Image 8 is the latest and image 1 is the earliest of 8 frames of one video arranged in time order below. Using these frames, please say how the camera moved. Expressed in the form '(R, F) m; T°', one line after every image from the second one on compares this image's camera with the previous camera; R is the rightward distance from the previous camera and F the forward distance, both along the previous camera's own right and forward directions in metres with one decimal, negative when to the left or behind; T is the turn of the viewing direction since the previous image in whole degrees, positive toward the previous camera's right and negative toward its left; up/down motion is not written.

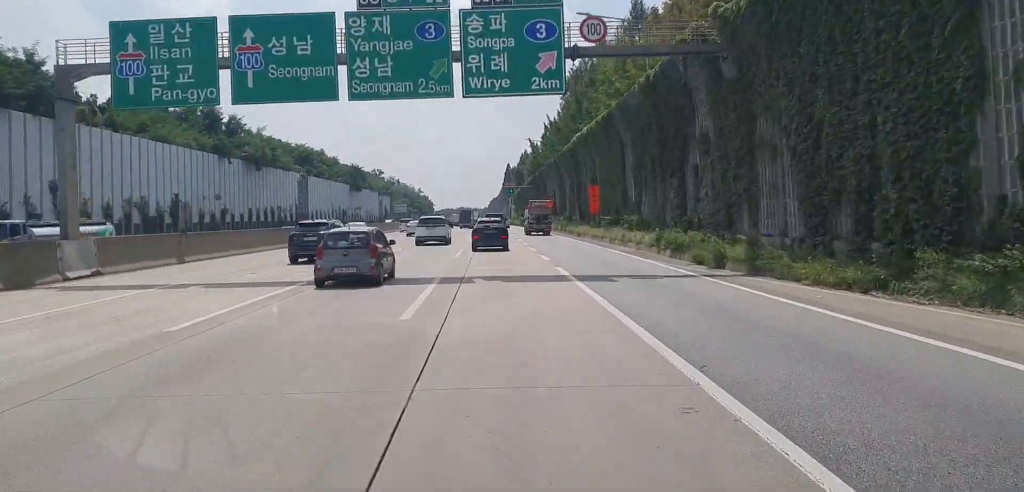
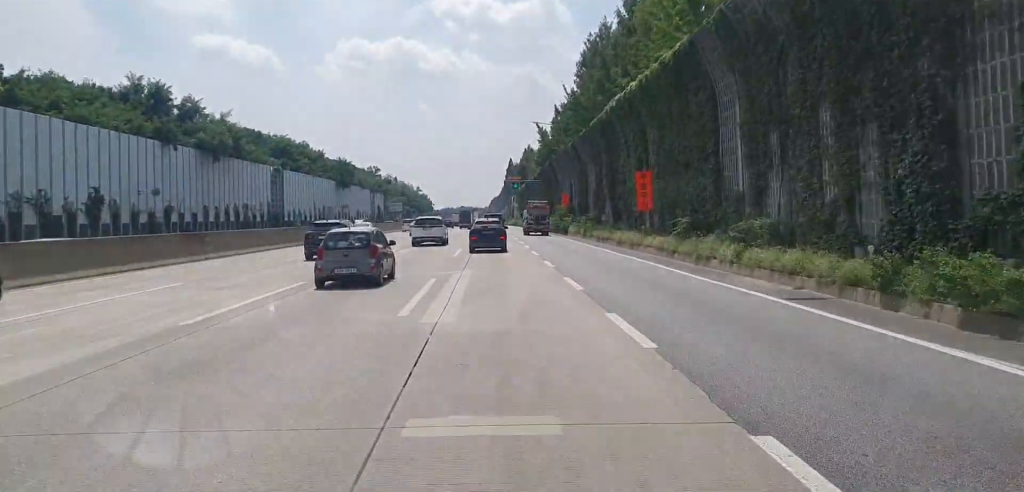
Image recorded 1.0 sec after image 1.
(+0.5, +19.0) m; +1°
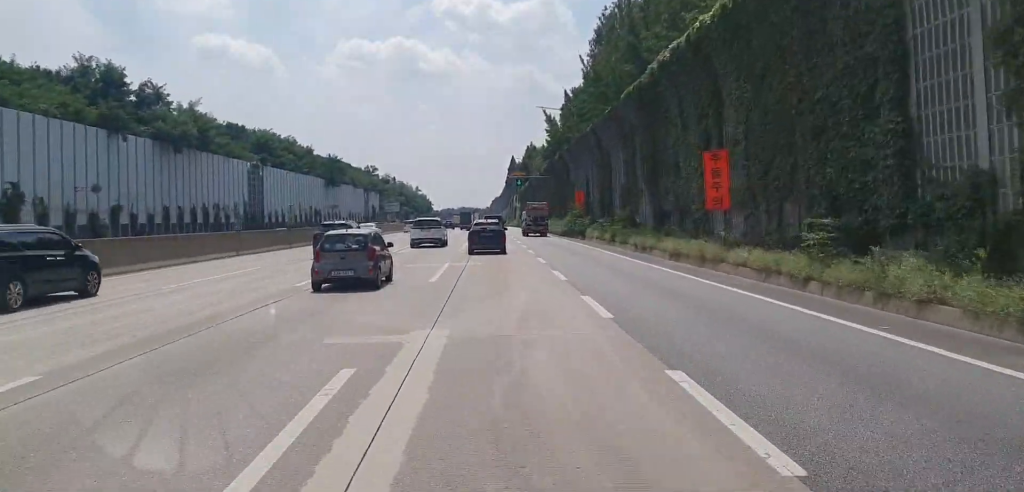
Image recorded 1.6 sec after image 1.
(+0.1, +12.5) m; 0°
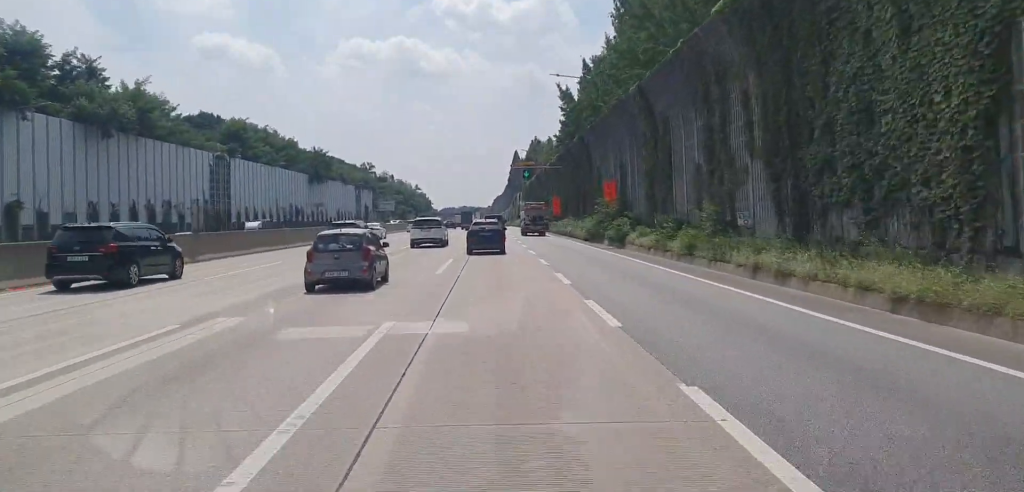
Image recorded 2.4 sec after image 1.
(-0.3, +16.6) m; -1°
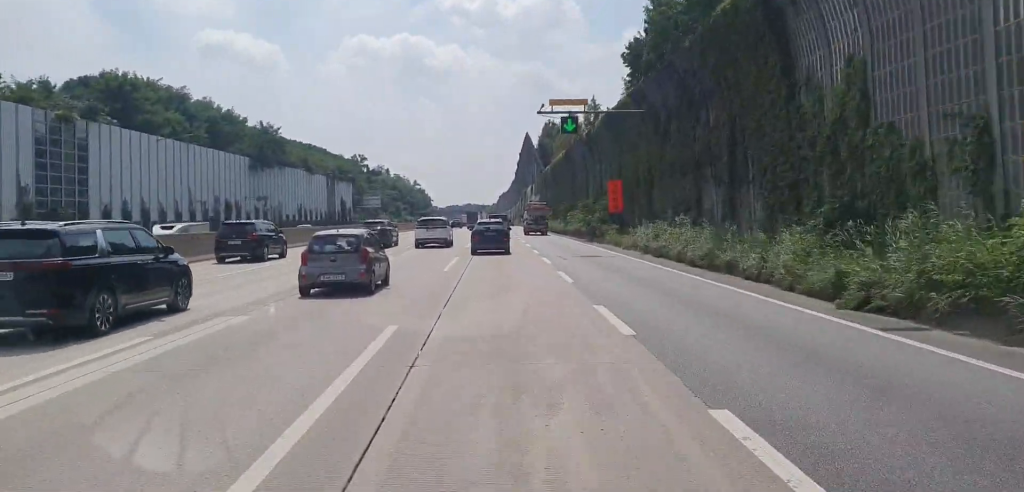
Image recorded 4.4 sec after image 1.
(-0.1, +39.8) m; -1°
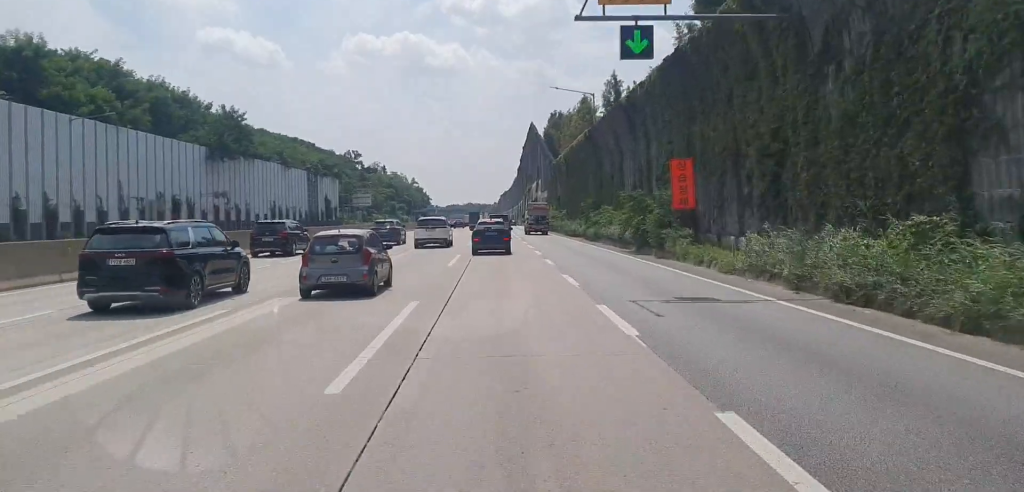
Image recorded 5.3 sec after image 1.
(-0.2, +16.5) m; 0°
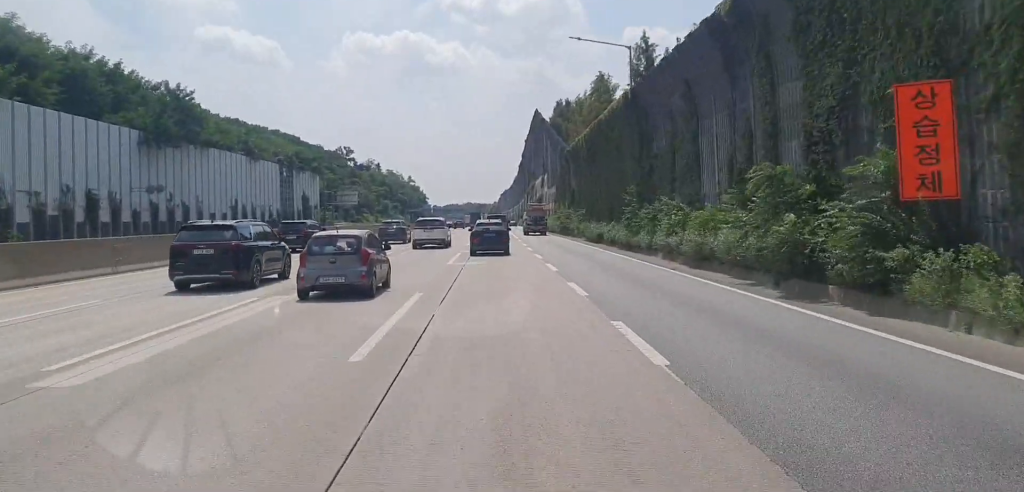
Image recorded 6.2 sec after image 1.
(+0.2, +18.6) m; +1°
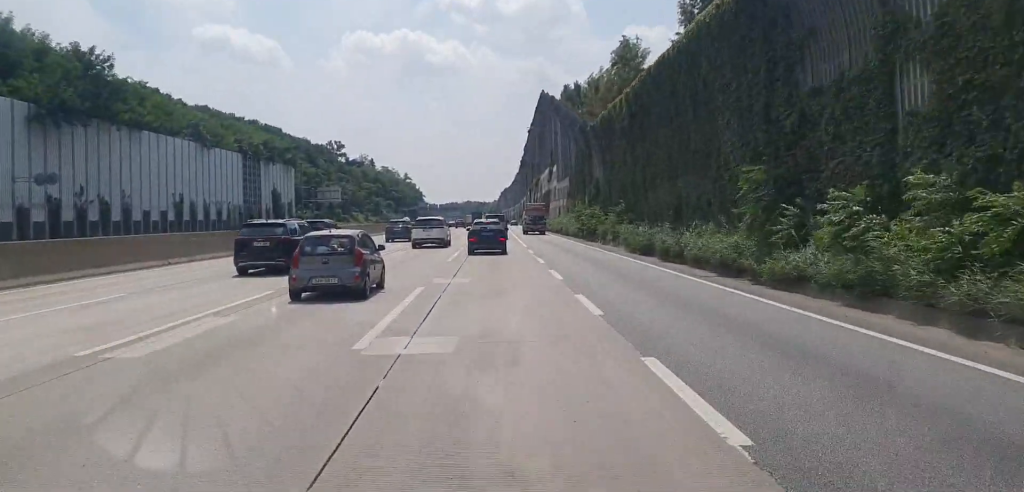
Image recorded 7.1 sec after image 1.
(0.0, +18.7) m; 0°
